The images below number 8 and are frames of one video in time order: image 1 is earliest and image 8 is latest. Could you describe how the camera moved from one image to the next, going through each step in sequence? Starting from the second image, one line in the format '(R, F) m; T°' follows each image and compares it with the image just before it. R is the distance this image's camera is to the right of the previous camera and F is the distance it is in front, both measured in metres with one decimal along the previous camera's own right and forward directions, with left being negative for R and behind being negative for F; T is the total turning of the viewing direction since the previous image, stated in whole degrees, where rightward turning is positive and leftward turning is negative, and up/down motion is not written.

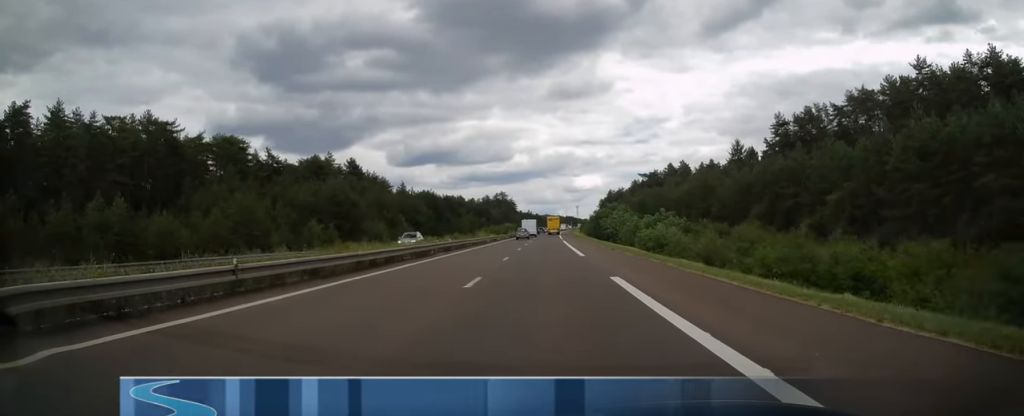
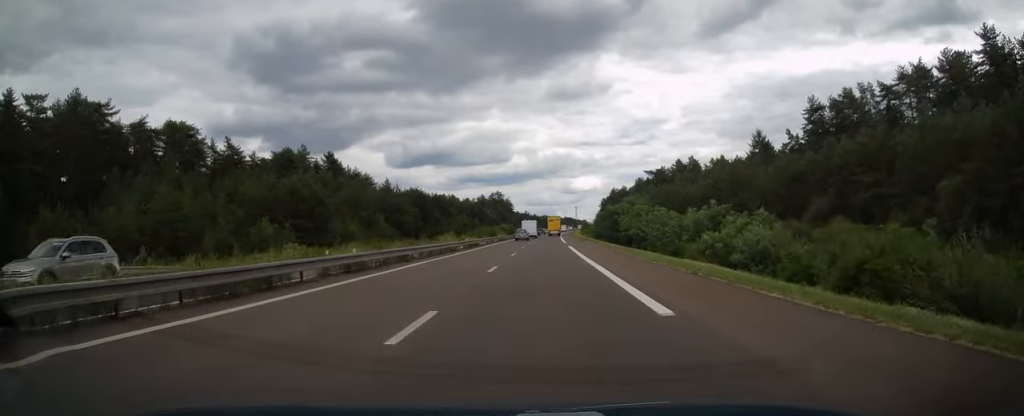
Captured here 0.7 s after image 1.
(+0.1, +20.0) m; +1°
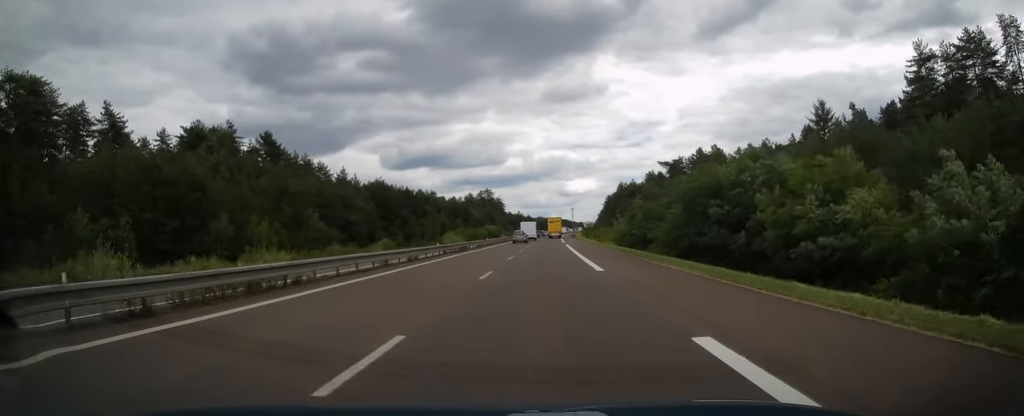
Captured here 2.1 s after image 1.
(+0.4, +41.1) m; +1°
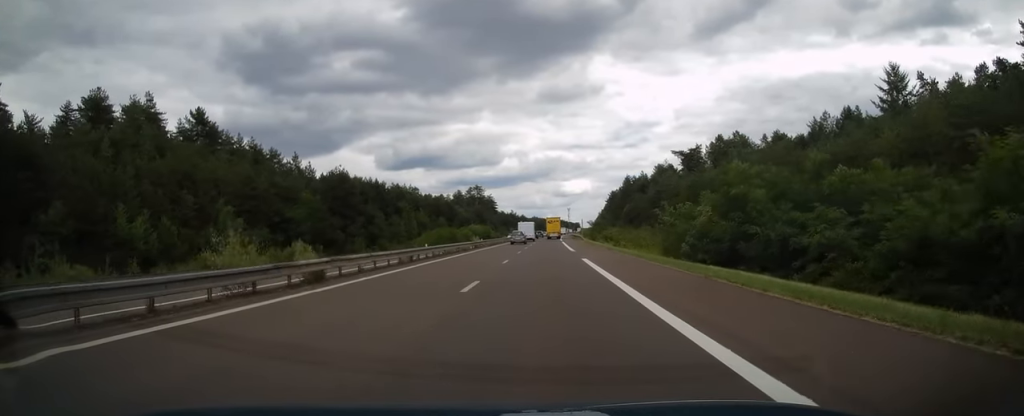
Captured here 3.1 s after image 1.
(+0.1, +29.4) m; 0°
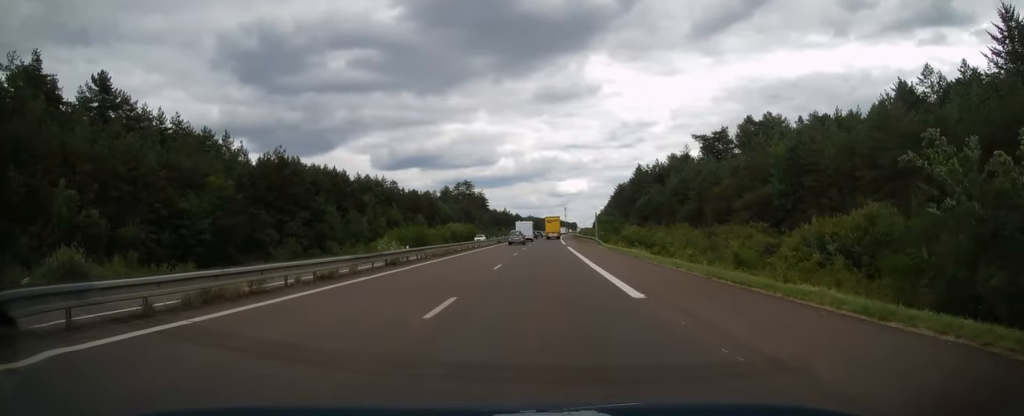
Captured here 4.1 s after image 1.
(0.0, +29.5) m; 0°
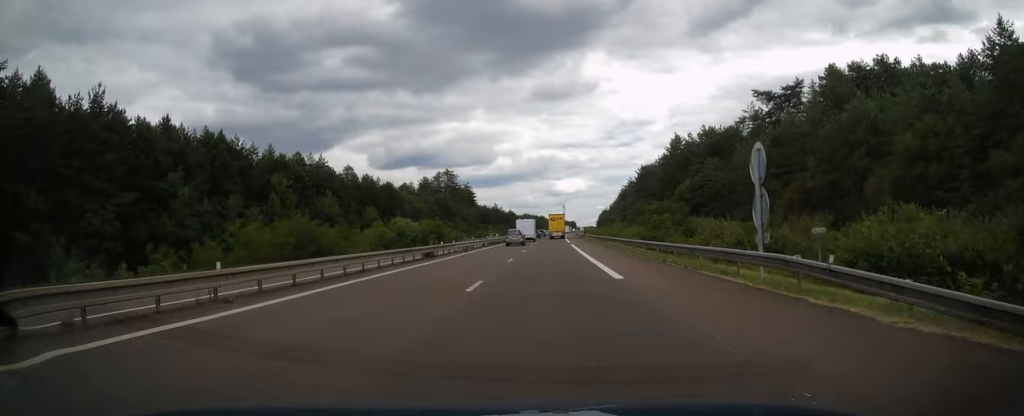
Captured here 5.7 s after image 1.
(+0.4, +47.1) m; +1°
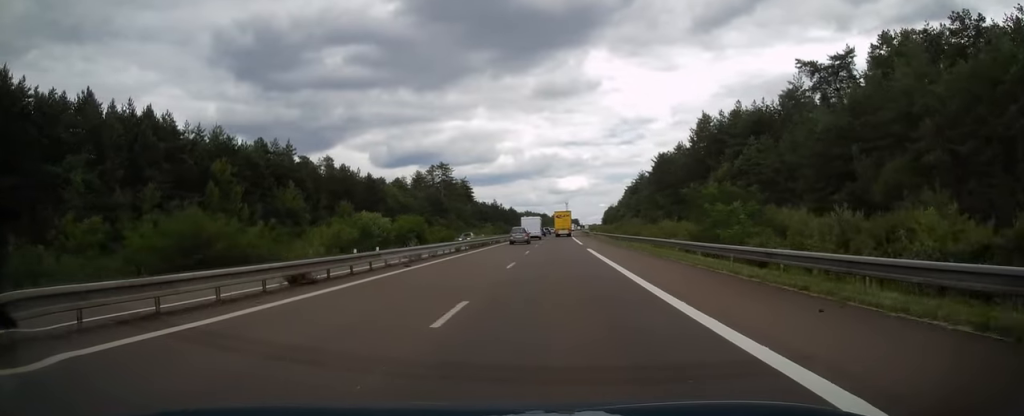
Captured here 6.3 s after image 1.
(+0.1, +18.2) m; 0°
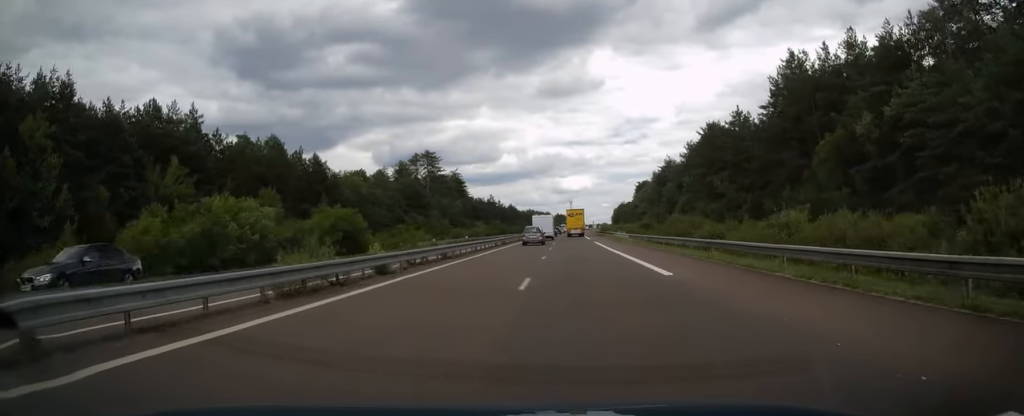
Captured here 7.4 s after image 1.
(-0.1, +34.0) m; -1°
